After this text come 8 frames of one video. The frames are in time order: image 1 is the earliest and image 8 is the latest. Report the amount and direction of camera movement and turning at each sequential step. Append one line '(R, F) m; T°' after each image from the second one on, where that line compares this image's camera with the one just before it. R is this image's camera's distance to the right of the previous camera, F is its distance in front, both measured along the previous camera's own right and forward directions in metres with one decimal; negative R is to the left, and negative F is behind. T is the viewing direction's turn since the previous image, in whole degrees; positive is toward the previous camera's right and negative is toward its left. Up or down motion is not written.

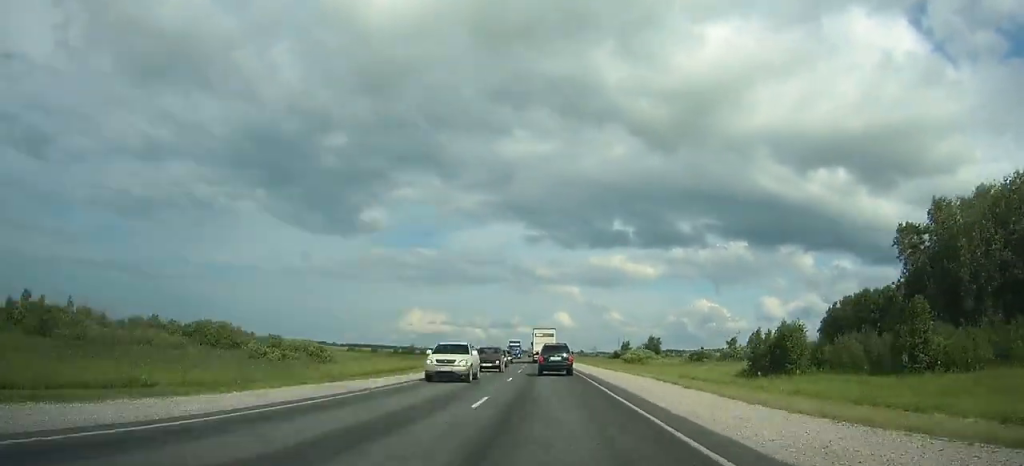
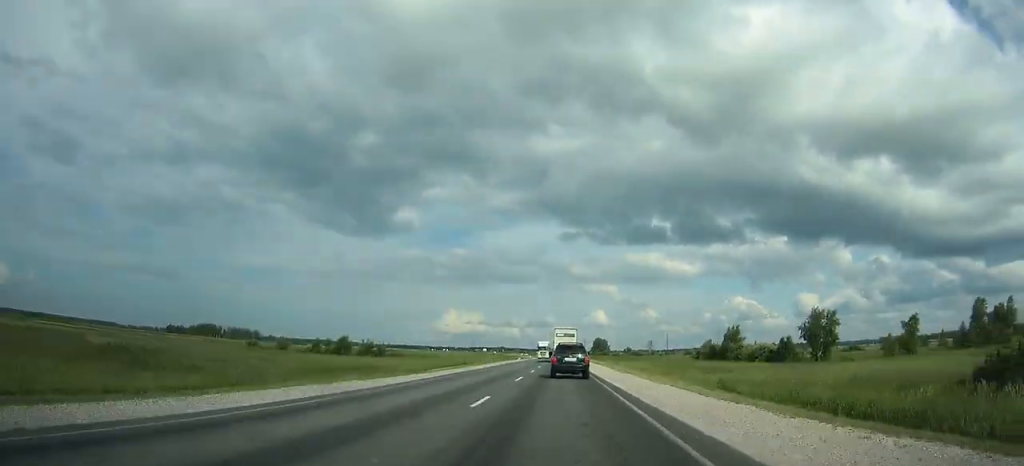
(-1.3, +91.4) m; -1°
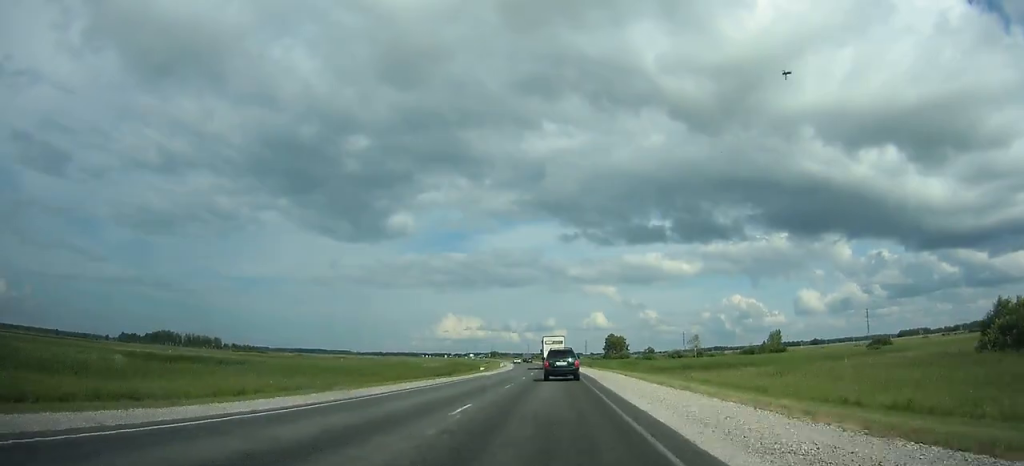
(-0.3, +97.6) m; -1°
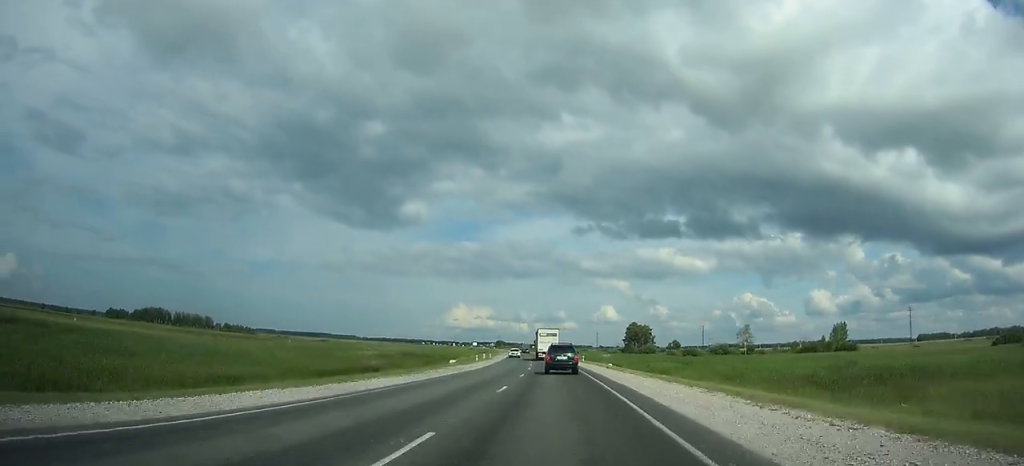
(-0.2, +43.4) m; -1°
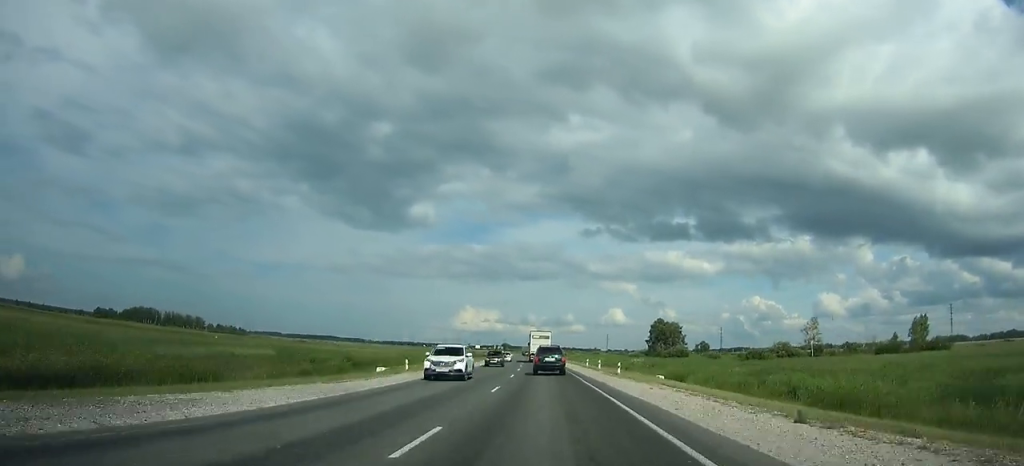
(-0.1, +35.4) m; -1°
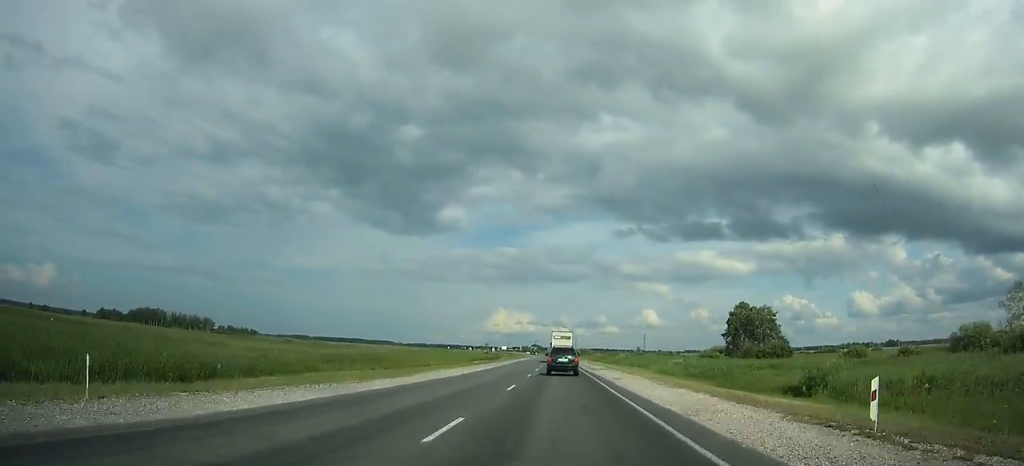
(-1.1, +47.3) m; -1°
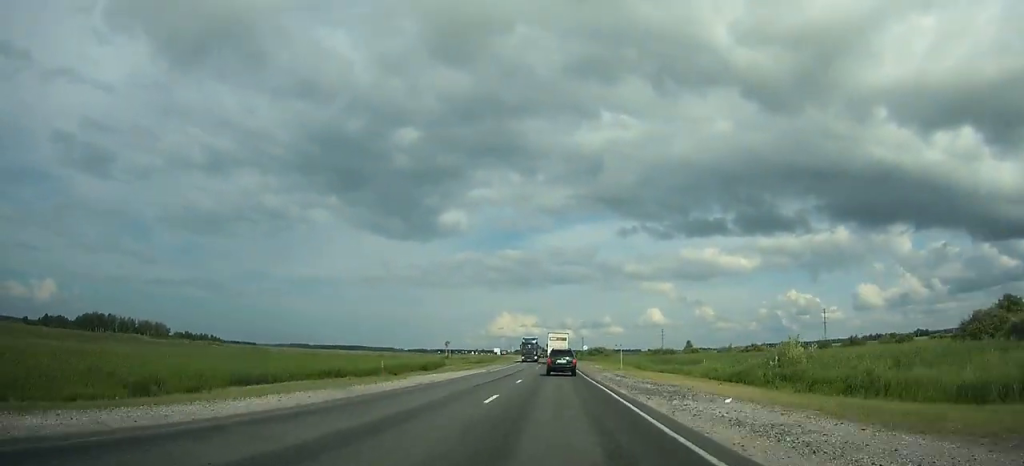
(-0.8, +88.0) m; -1°
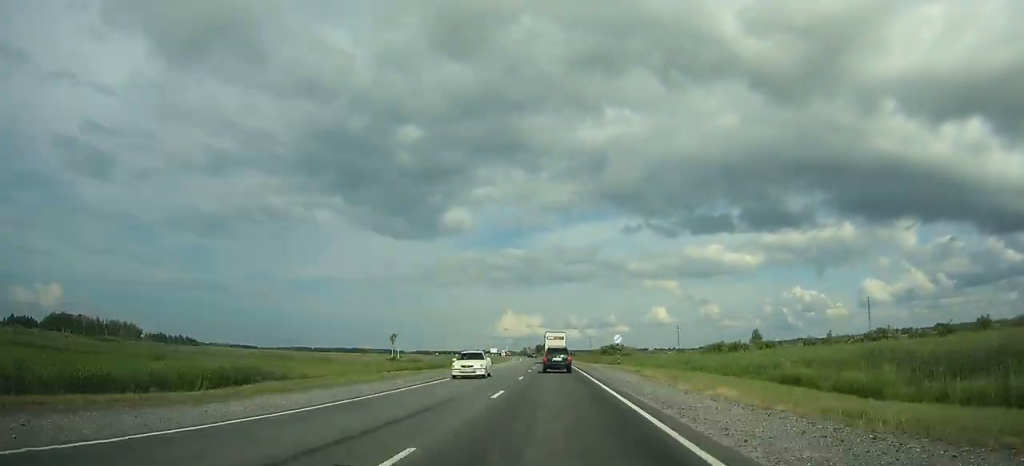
(-0.6, +50.0) m; -1°
